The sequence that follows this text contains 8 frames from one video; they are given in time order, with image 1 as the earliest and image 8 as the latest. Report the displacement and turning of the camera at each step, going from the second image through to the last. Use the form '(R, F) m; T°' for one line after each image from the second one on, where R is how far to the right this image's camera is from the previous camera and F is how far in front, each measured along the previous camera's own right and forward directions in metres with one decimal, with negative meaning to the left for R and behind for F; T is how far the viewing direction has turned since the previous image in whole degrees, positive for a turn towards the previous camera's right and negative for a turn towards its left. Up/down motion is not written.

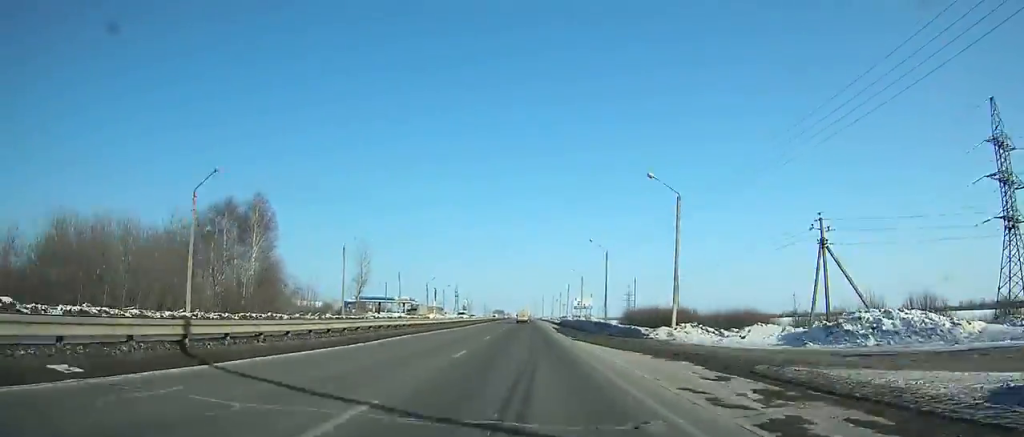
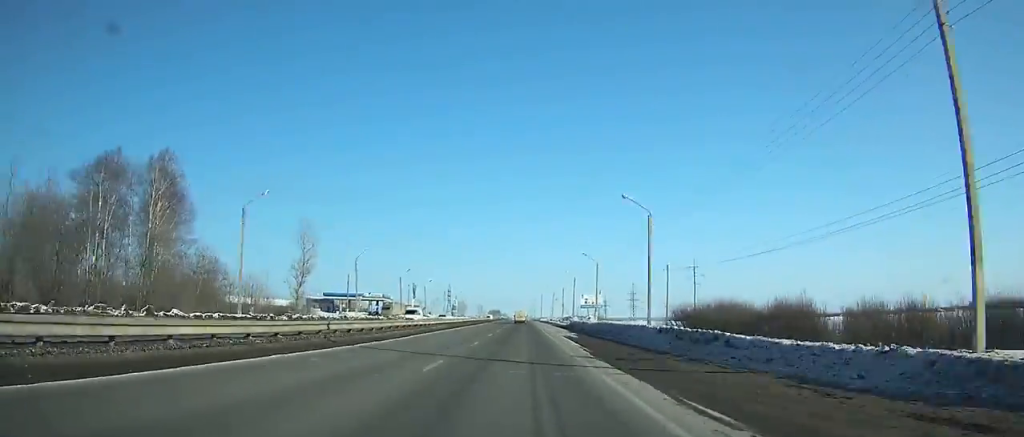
(0.0, +27.6) m; 0°
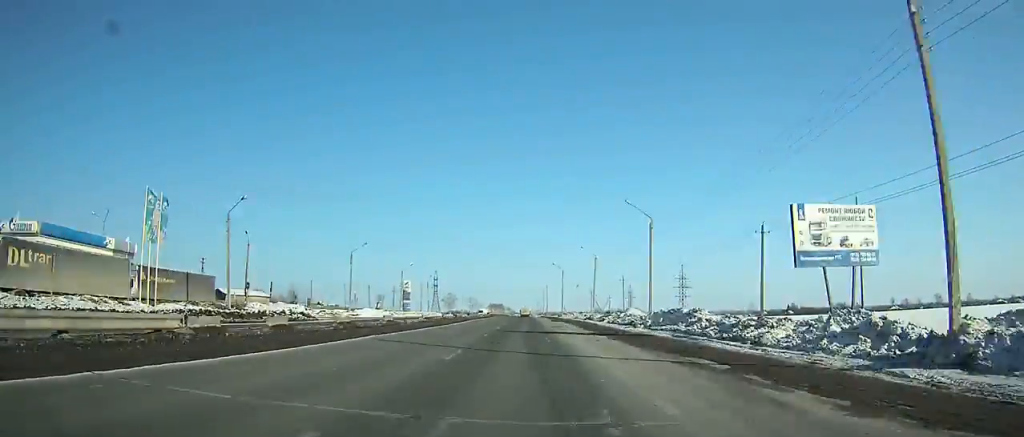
(-0.2, +104.9) m; 0°
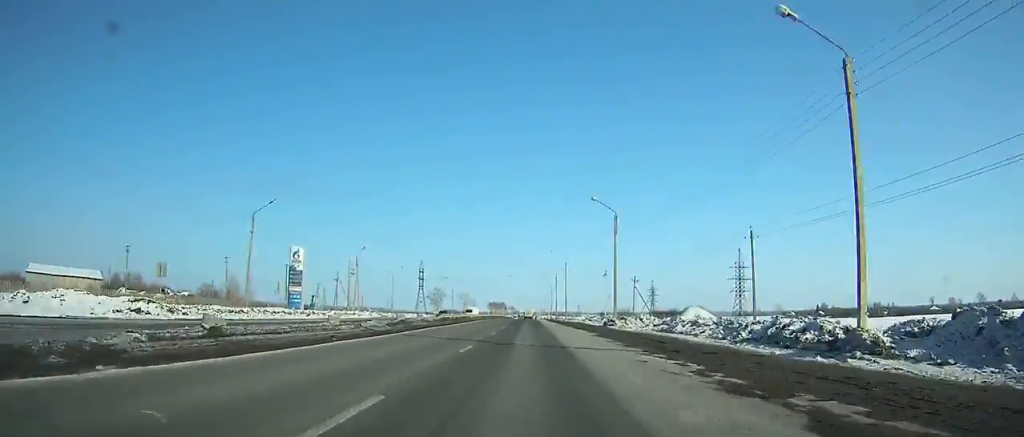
(-0.4, +71.7) m; 0°
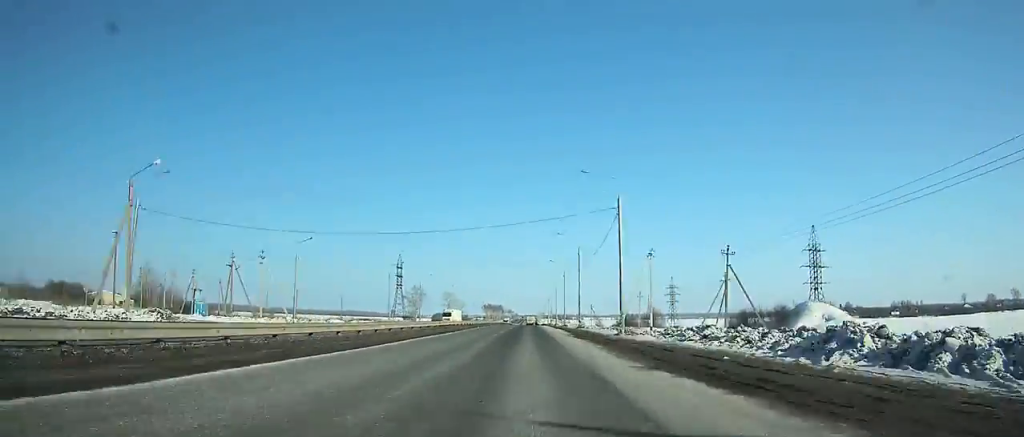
(-0.2, +58.3) m; 0°
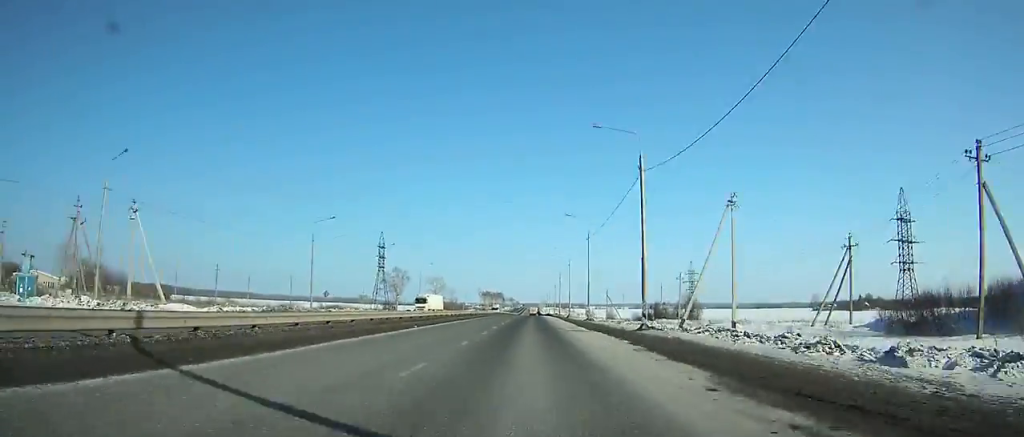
(-0.1, +39.8) m; 0°
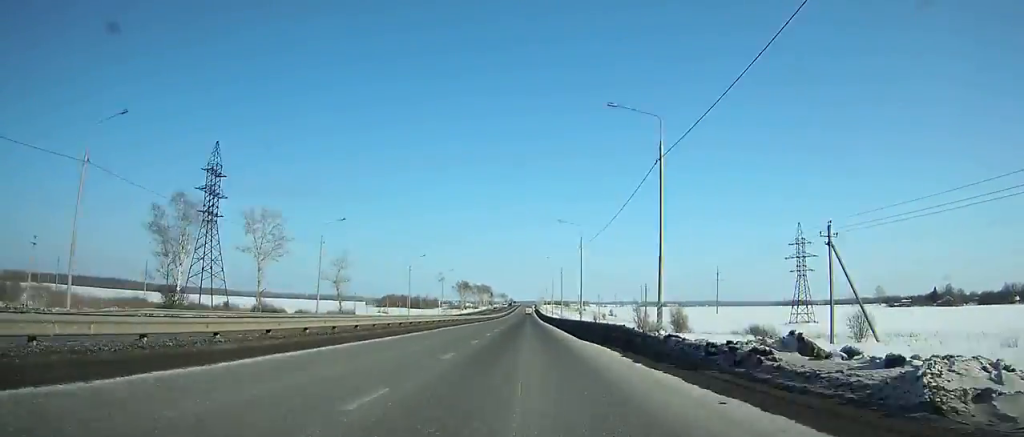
(+1.0, +134.2) m; +1°
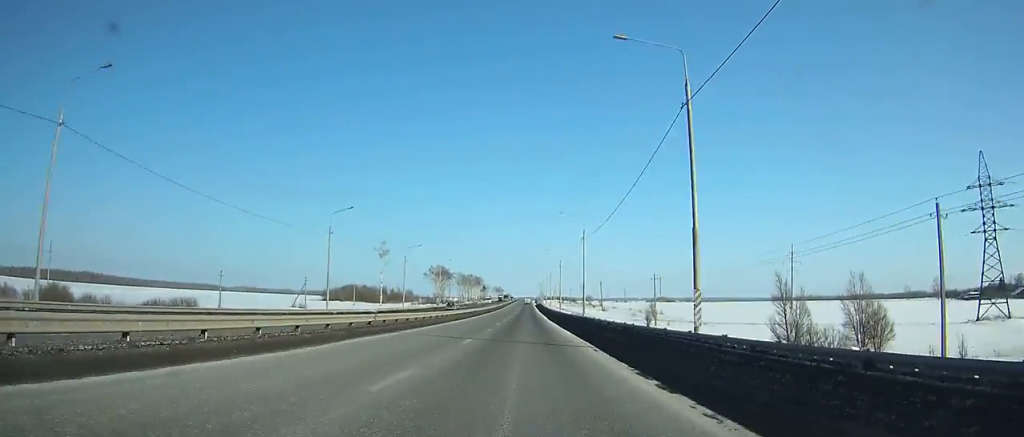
(+0.1, +81.7) m; 0°
